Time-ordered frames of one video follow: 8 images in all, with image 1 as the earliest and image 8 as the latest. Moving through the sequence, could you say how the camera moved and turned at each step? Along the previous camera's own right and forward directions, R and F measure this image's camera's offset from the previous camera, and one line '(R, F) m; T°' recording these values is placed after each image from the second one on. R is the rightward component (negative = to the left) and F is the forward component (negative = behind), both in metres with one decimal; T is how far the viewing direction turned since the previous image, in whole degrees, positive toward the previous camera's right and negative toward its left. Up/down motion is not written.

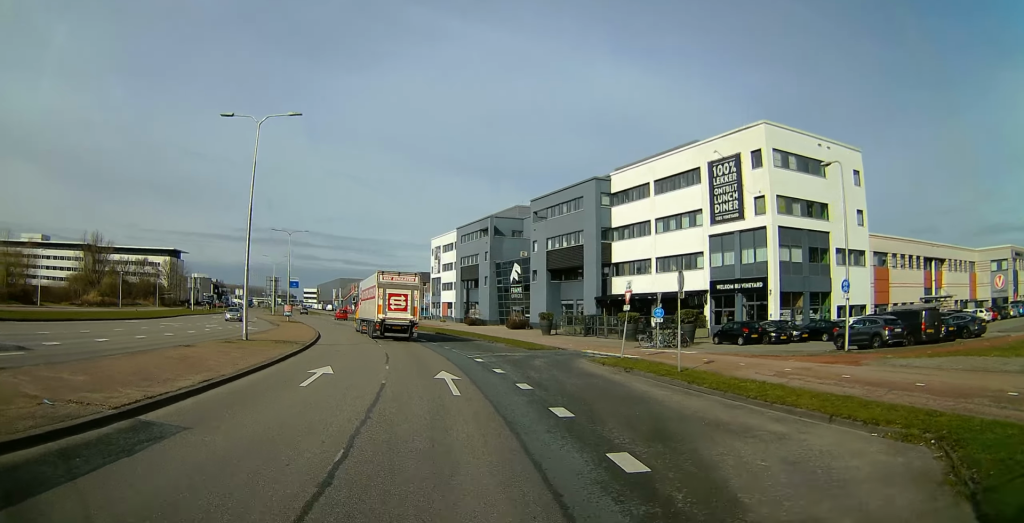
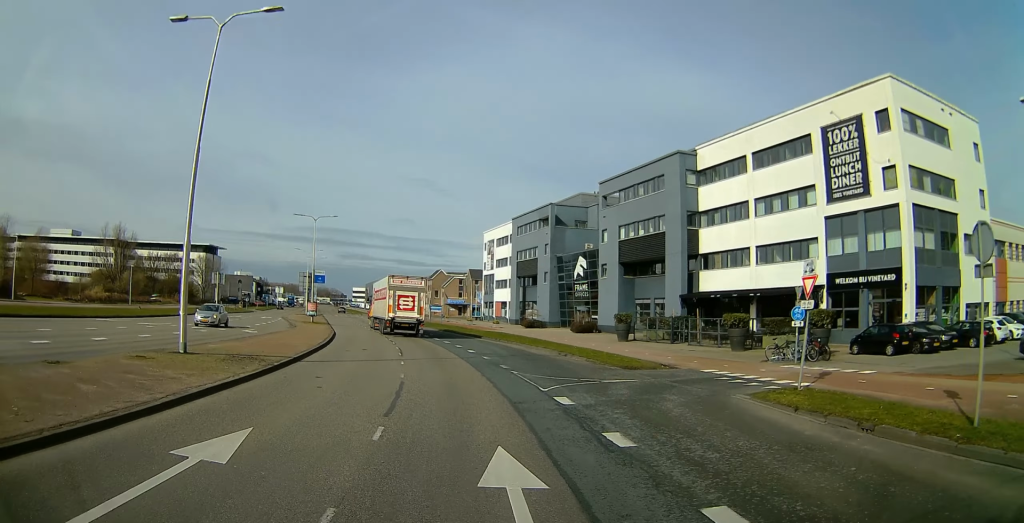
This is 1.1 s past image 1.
(-0.7, +9.4) m; -2°
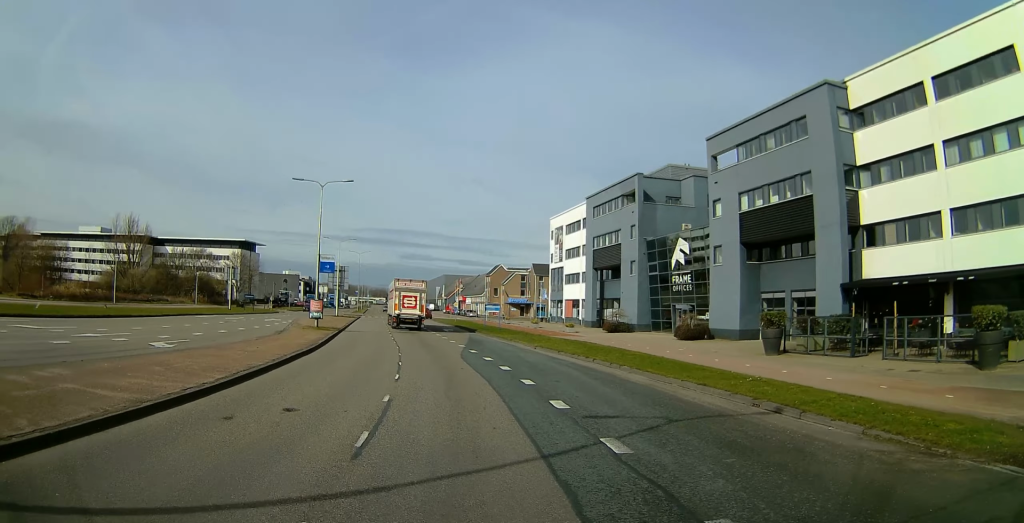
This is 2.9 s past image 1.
(-0.5, +16.2) m; -10°
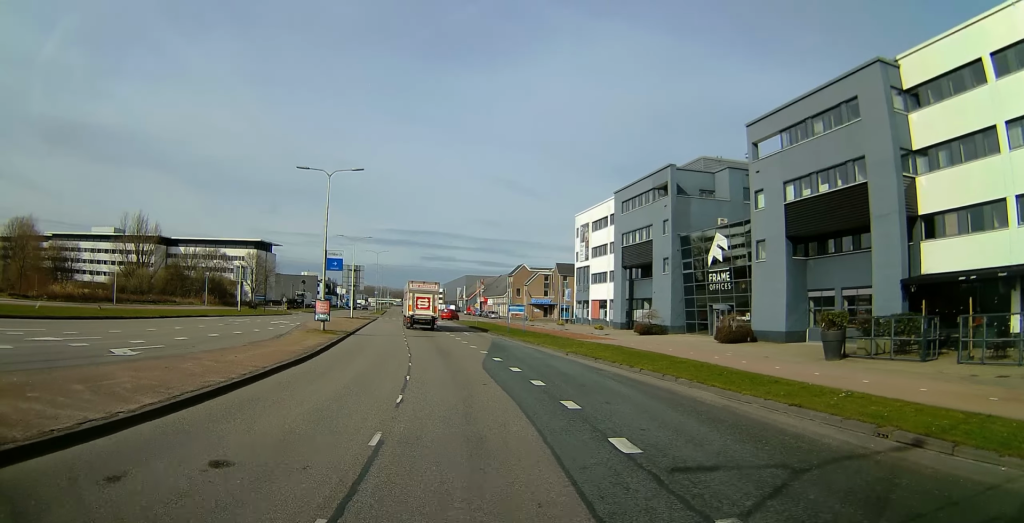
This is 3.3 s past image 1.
(-0.4, +3.8) m; -4°
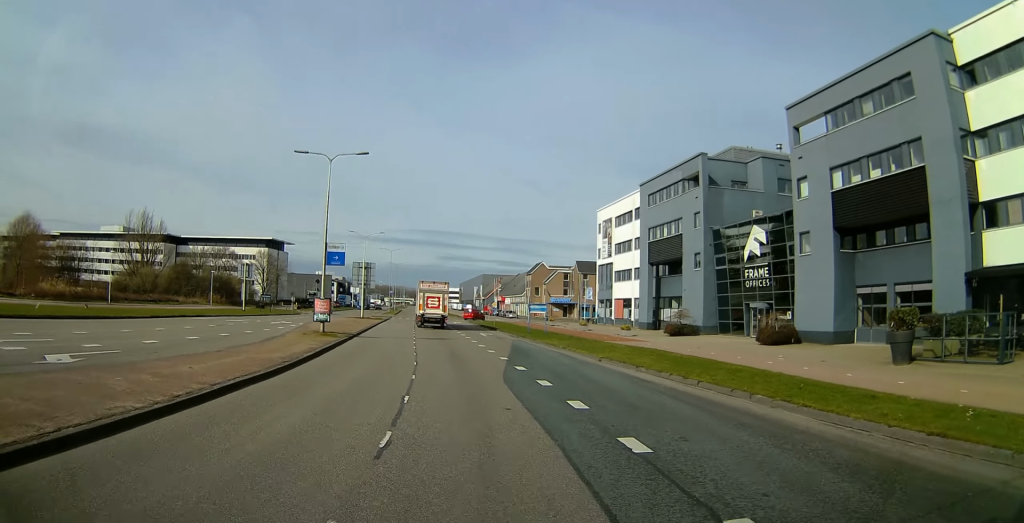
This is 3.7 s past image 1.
(-0.2, +3.9) m; -3°
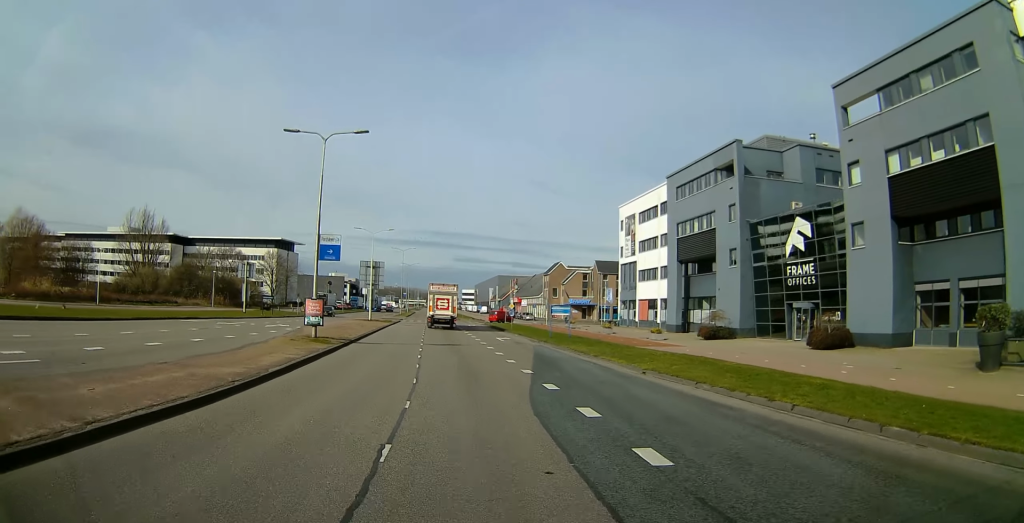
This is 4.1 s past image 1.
(-0.1, +4.5) m; +1°
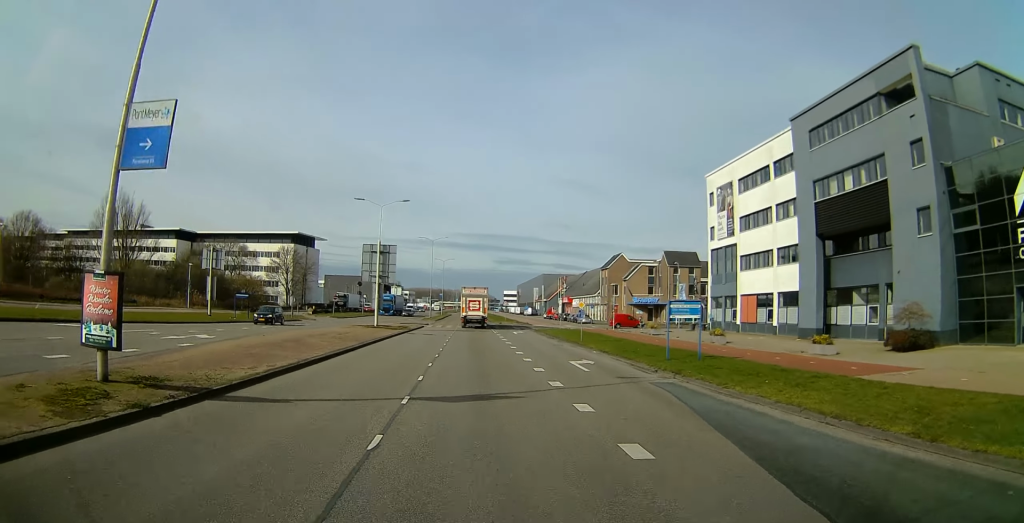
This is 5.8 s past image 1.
(+0.9, +18.1) m; +3°
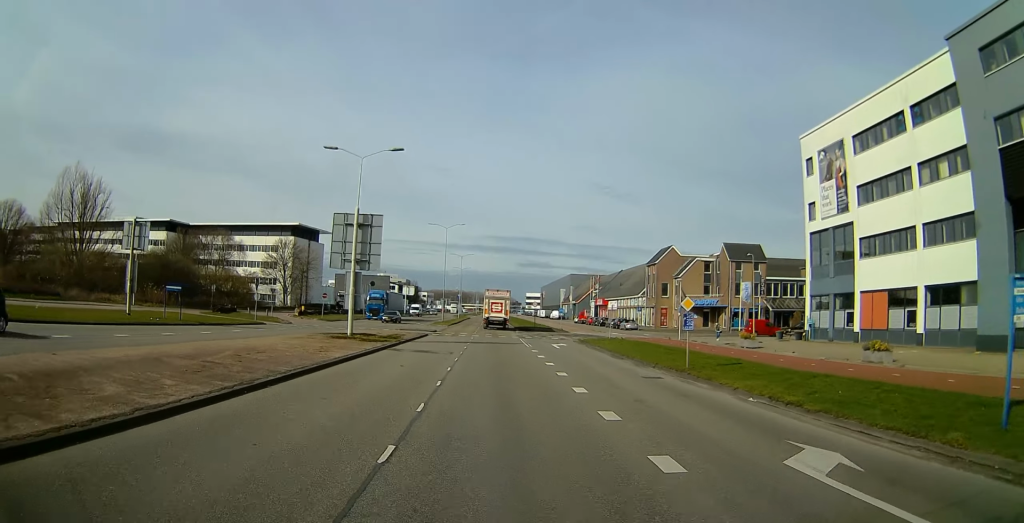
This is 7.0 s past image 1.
(-1.2, +15.1) m; -7°
